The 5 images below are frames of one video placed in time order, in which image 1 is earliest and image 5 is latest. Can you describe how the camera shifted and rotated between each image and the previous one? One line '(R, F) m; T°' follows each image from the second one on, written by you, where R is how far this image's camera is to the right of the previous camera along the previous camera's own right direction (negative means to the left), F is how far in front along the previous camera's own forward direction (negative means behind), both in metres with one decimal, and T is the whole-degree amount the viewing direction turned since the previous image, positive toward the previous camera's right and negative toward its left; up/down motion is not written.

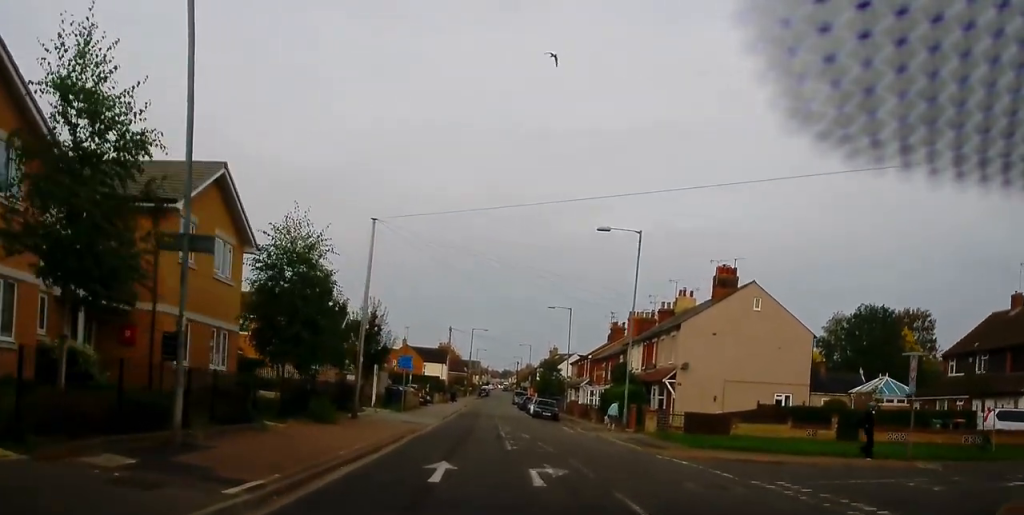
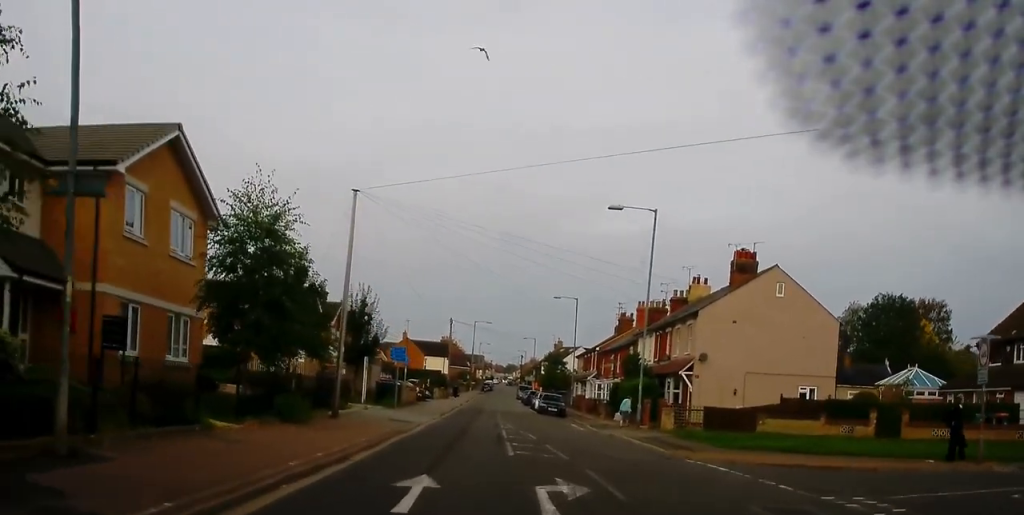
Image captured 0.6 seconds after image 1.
(-0.1, +3.2) m; +1°
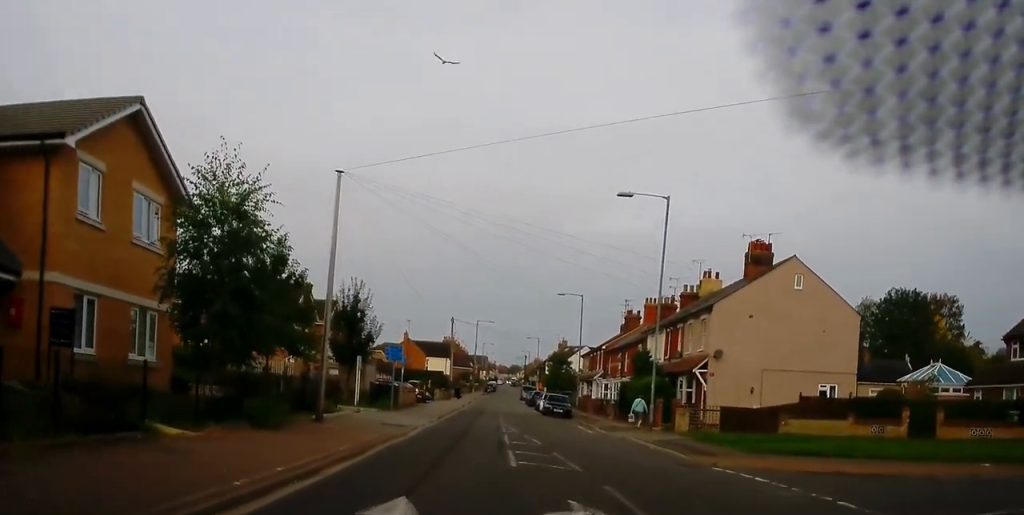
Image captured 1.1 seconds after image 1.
(+0.2, +2.0) m; +4°
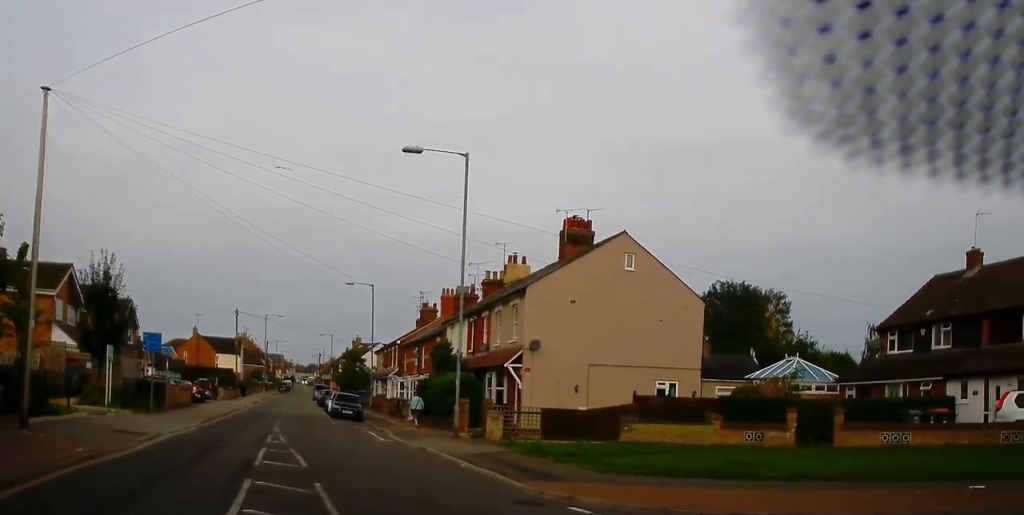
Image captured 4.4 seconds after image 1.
(+1.3, +5.8) m; +33°
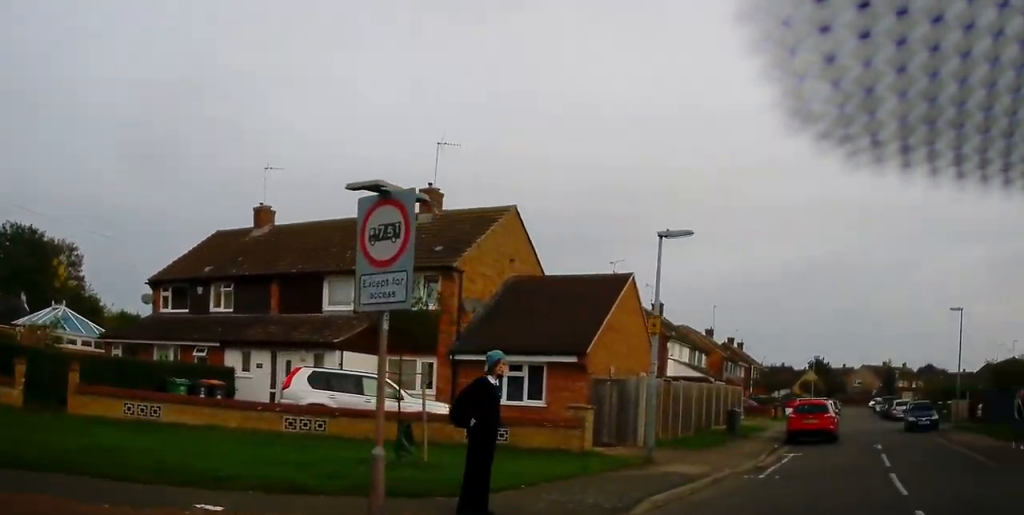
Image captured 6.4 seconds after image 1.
(+2.8, +4.9) m; +50°
